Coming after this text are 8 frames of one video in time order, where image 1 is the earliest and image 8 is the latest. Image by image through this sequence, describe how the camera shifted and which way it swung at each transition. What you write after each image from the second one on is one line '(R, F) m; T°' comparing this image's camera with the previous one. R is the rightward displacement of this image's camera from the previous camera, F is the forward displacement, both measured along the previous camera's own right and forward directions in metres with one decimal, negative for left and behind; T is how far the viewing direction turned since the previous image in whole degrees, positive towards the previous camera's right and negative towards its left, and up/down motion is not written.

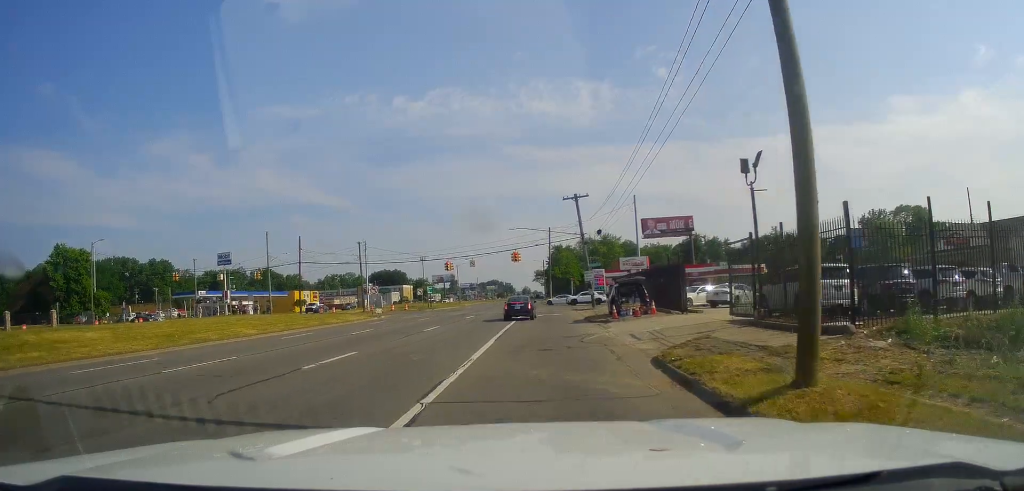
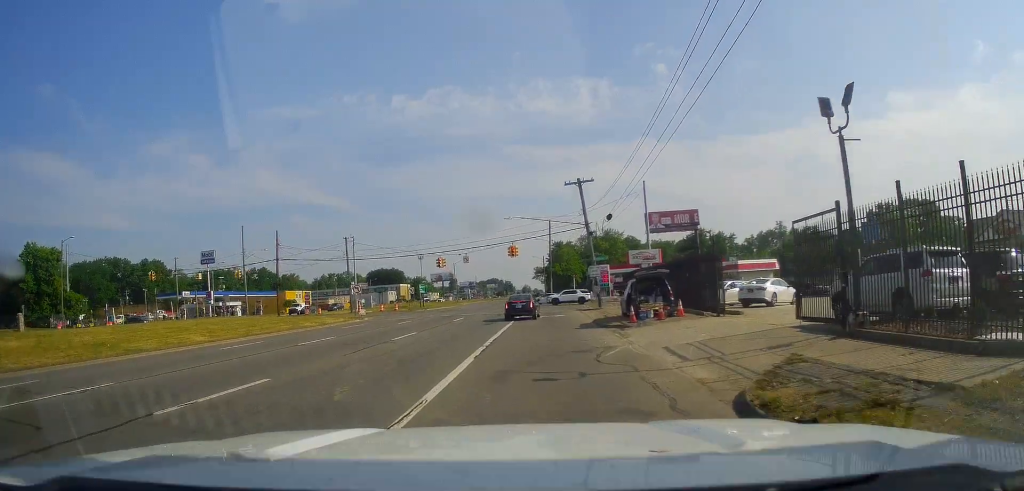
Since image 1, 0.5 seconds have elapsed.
(0.0, +6.3) m; 0°
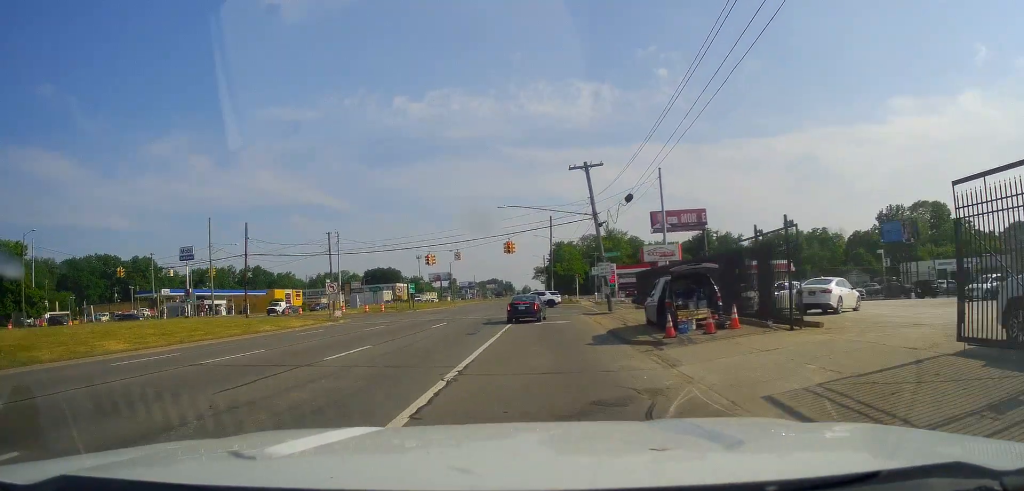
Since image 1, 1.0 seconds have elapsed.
(0.0, +7.4) m; -2°
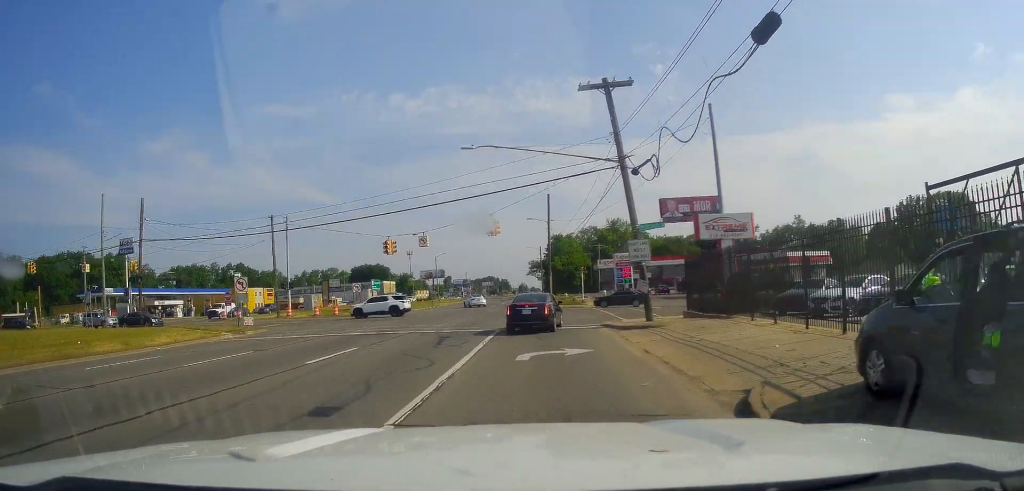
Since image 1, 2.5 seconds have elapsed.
(-0.9, +17.1) m; -3°
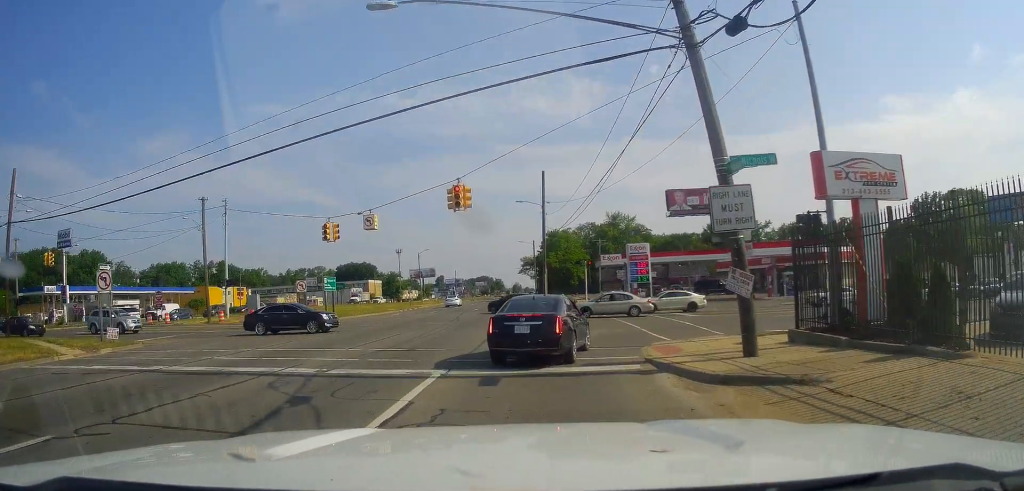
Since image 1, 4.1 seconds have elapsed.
(+0.9, +14.6) m; +4°
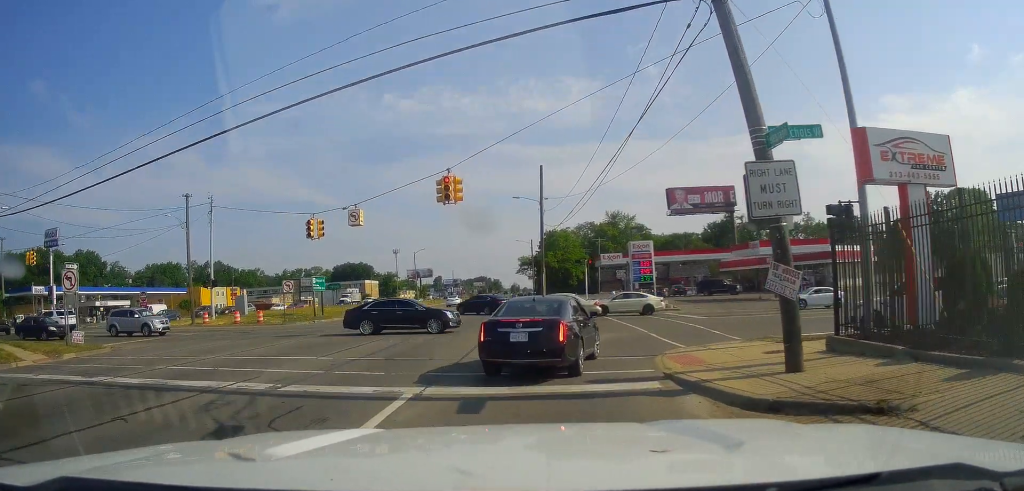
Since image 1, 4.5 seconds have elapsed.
(0.0, +3.0) m; 0°
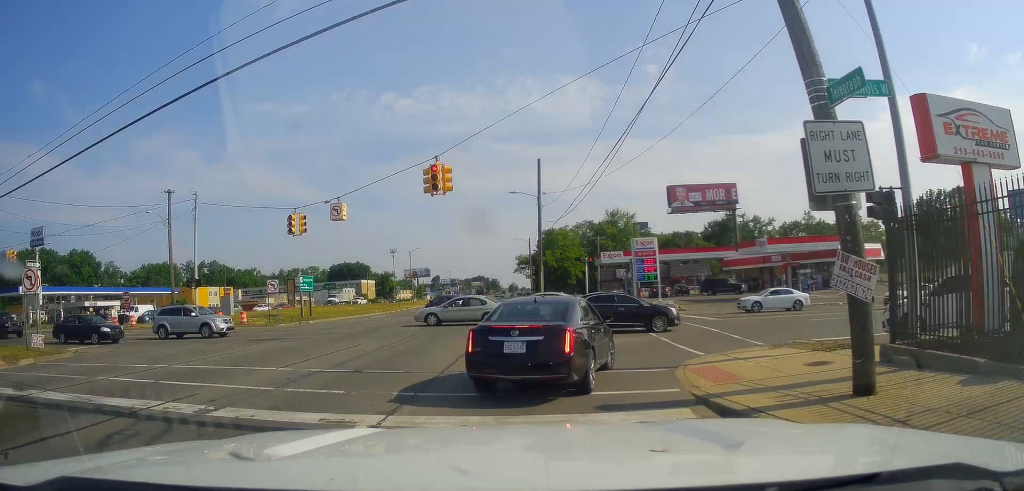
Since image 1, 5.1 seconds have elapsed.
(0.0, +2.9) m; 0°
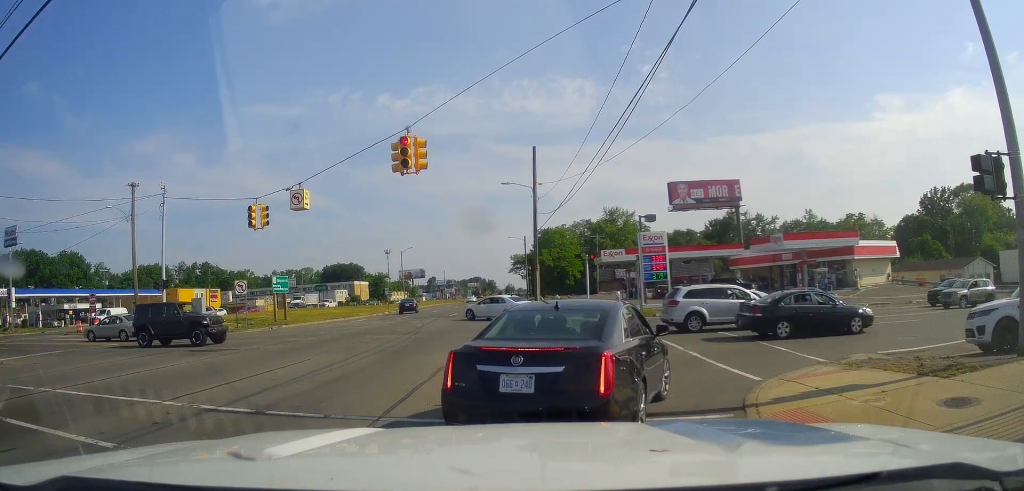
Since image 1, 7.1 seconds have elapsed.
(0.0, +6.2) m; 0°
